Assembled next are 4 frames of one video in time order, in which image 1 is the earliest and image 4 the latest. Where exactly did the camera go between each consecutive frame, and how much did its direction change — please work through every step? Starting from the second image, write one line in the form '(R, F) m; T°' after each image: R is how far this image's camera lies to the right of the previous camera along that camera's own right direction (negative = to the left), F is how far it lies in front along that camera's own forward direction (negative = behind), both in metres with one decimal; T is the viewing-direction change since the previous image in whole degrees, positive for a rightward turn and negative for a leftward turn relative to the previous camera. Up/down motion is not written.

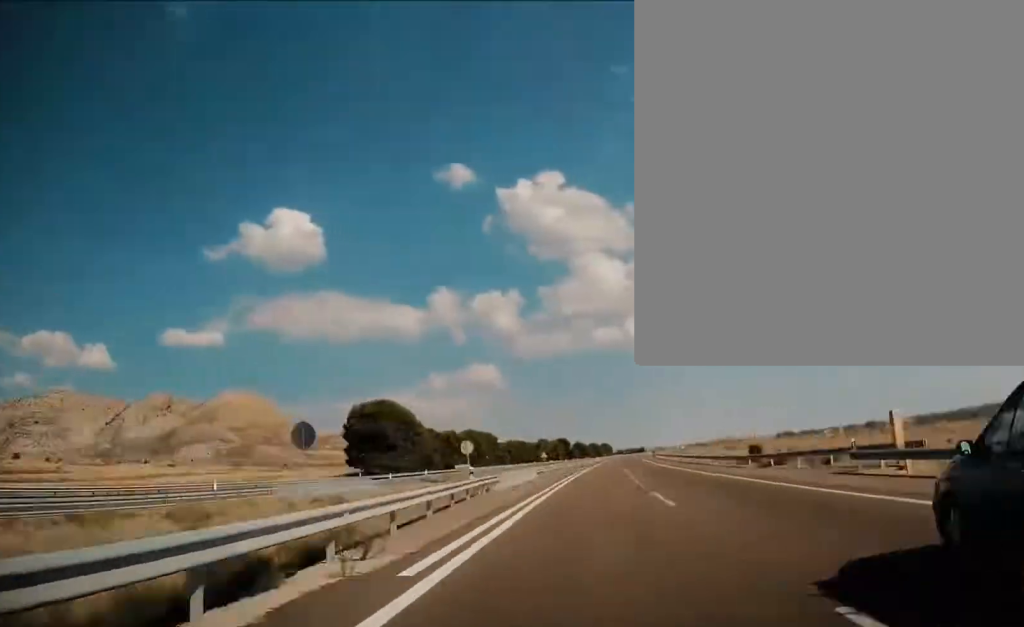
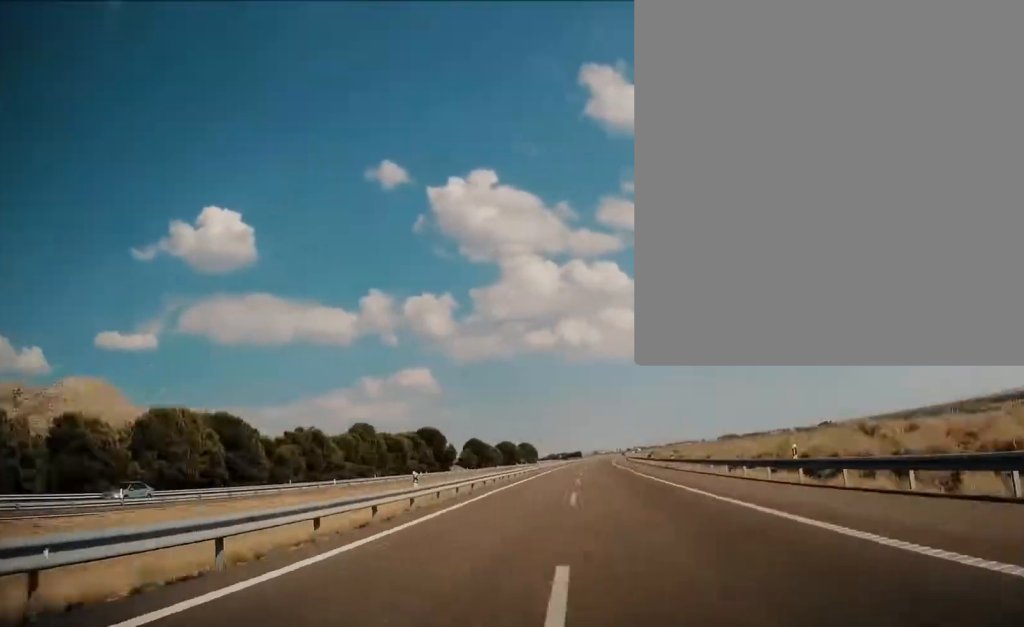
(+7.3, +160.2) m; +3°
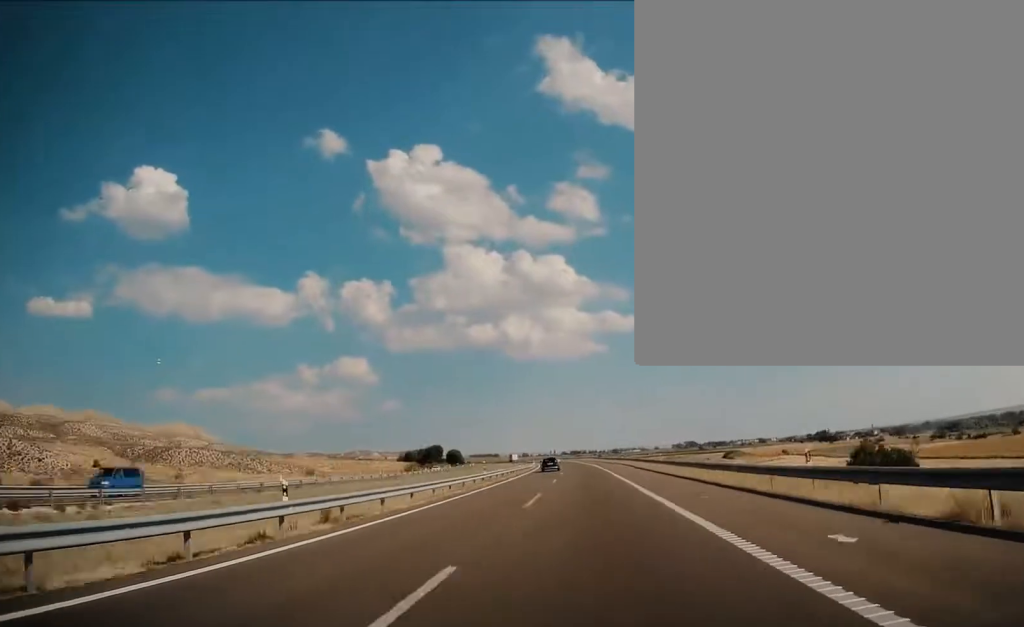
(+17.3, +507.5) m; -1°
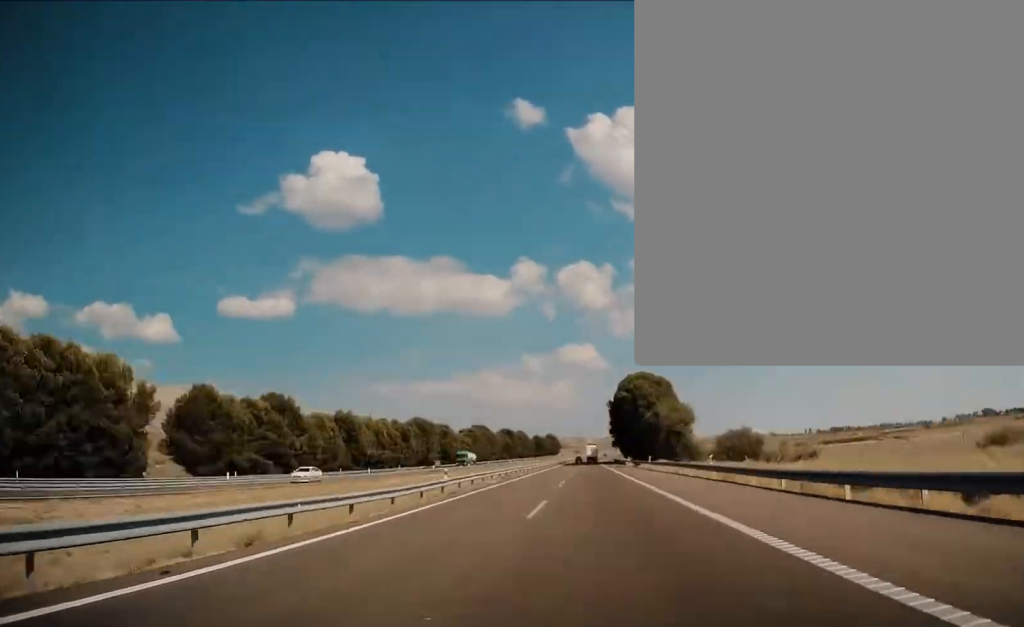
(-75.6, +589.7) m; -10°
